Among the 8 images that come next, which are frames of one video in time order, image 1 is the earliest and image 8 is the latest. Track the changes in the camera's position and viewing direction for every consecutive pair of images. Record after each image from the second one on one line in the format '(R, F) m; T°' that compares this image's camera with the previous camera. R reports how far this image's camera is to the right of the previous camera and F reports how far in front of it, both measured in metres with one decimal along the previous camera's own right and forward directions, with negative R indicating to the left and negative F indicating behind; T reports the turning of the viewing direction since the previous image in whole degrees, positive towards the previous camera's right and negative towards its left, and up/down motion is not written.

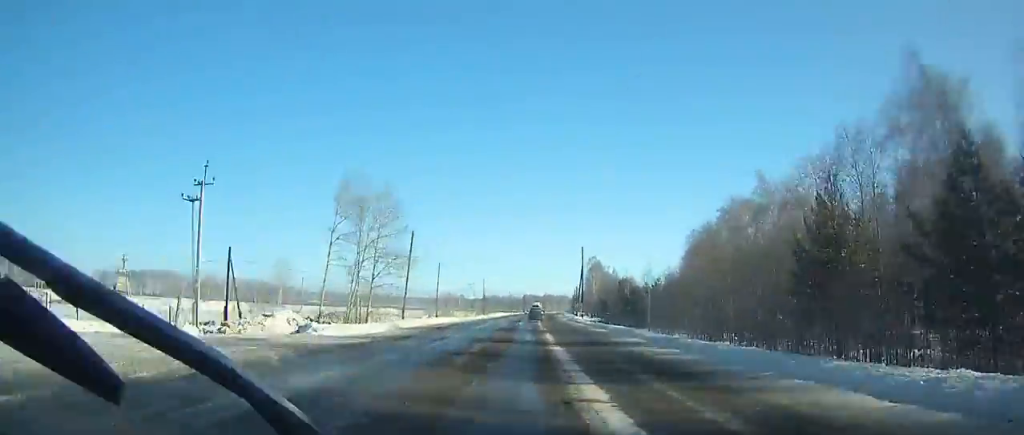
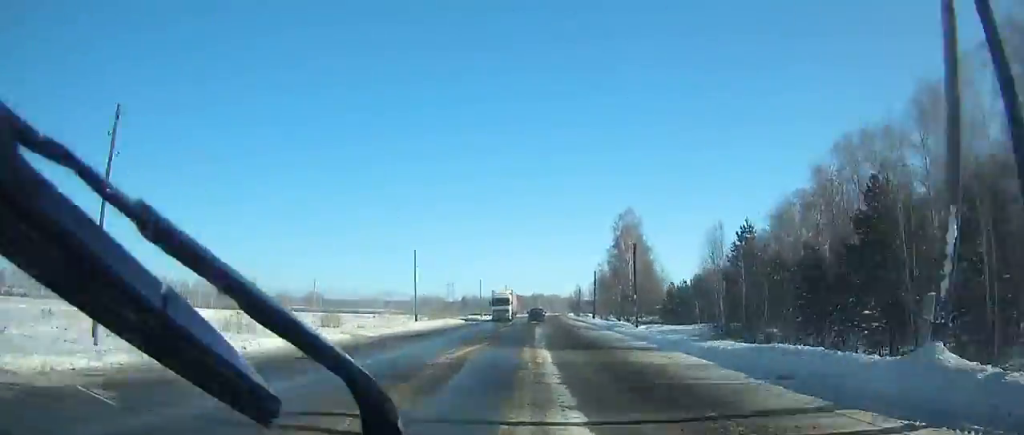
(+1.0, +79.0) m; +2°
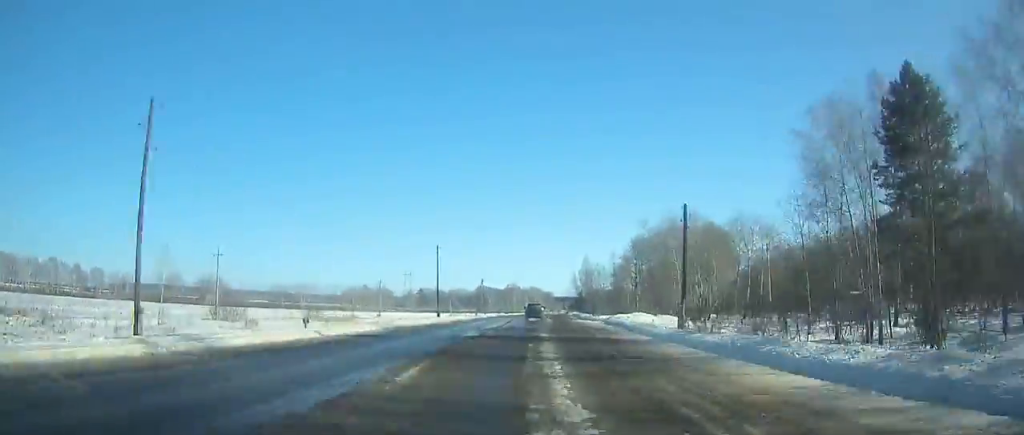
(+2.1, +112.6) m; +2°
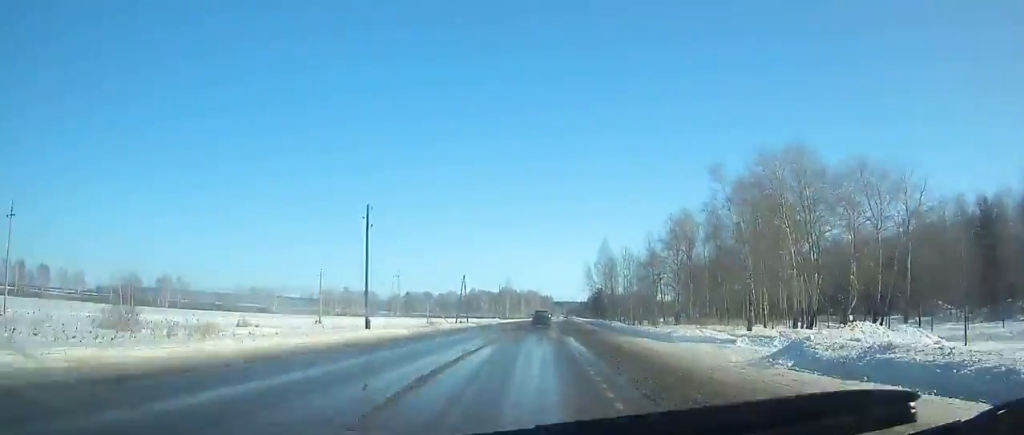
(+0.1, +37.5) m; +1°
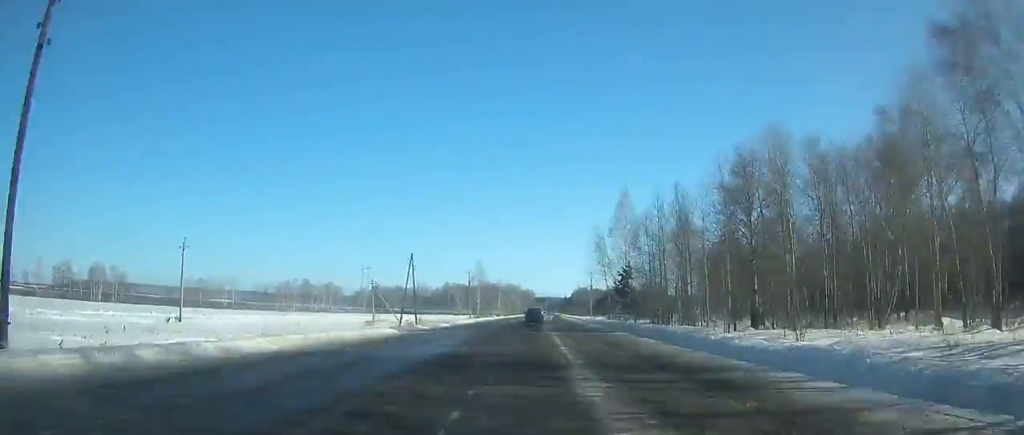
(+0.4, +35.1) m; +1°
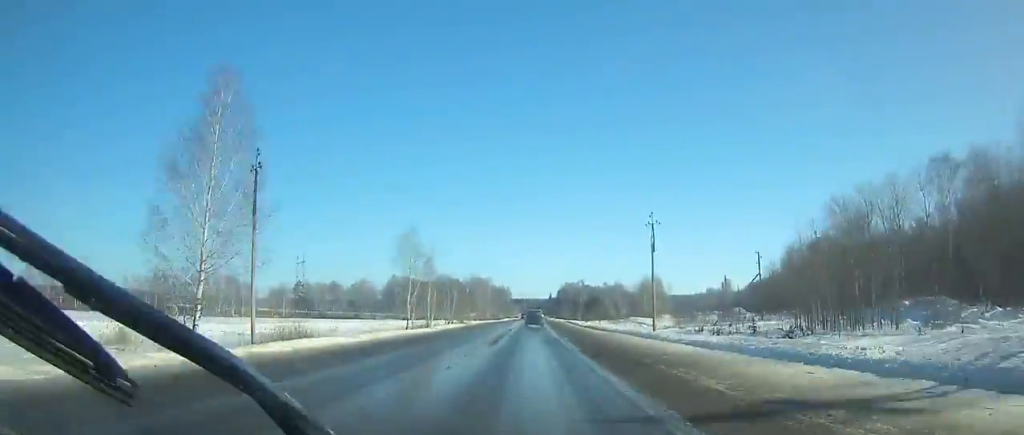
(+2.3, +92.2) m; +2°
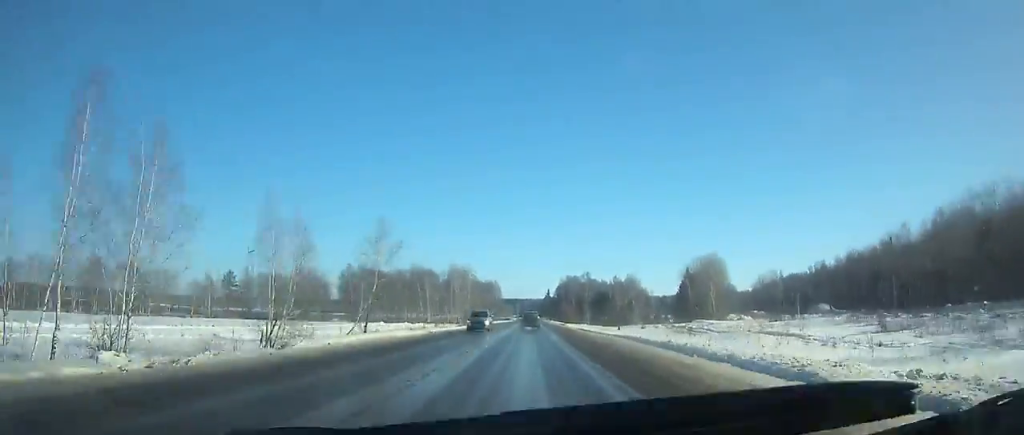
(+0.5, +62.3) m; 0°
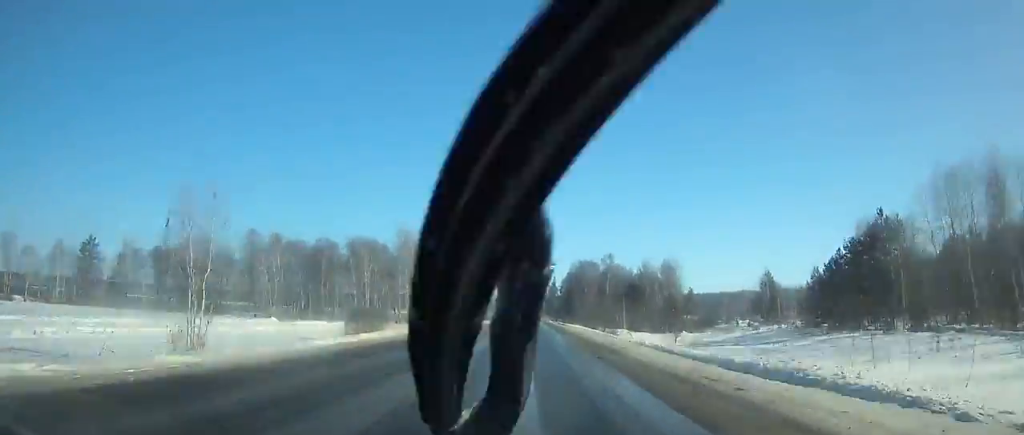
(+0.2, +77.2) m; 0°
